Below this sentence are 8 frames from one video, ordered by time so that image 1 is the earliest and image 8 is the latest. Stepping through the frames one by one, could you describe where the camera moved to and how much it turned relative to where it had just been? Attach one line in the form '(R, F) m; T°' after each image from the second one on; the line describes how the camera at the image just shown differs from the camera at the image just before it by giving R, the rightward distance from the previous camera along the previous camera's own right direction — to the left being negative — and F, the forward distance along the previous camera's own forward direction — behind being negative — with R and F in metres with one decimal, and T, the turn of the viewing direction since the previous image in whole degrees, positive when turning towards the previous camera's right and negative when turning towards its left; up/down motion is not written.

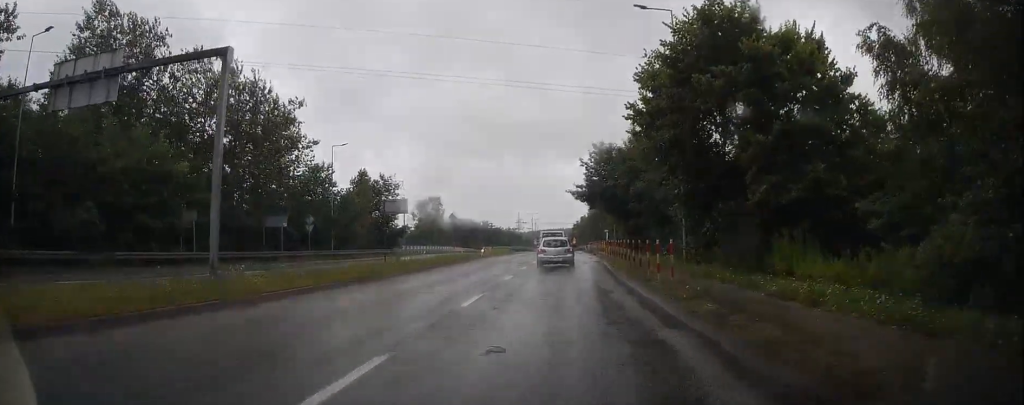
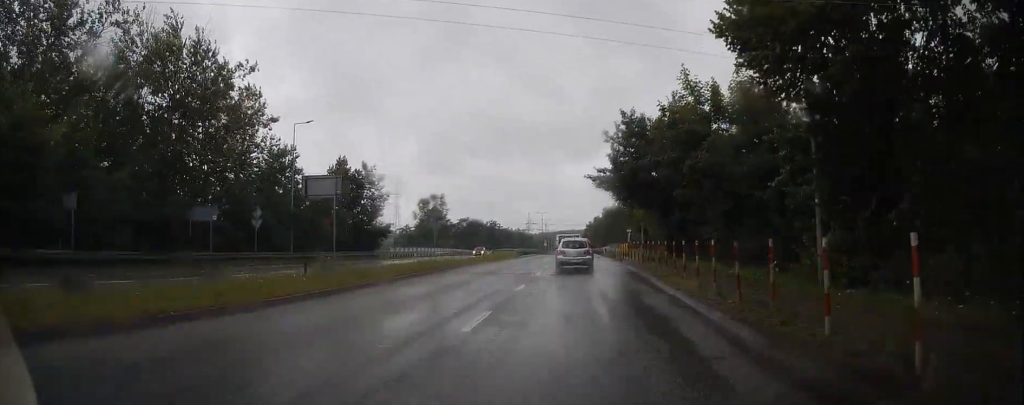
(-0.3, +11.9) m; -1°
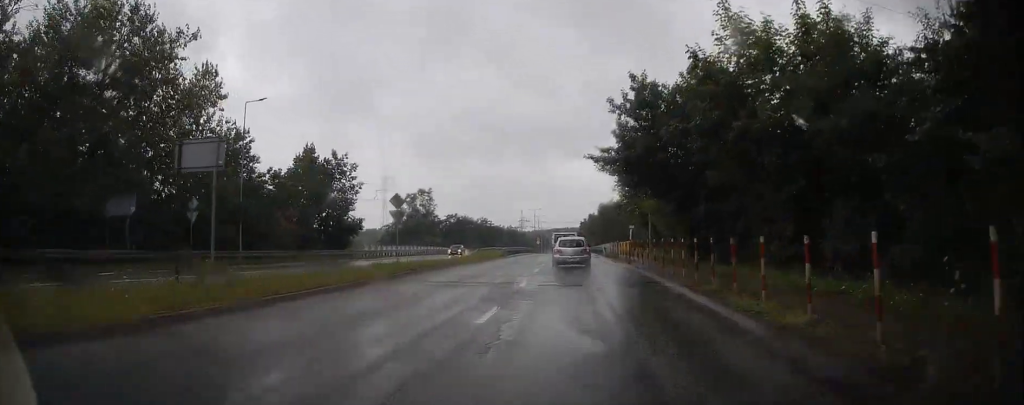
(0.0, +7.3) m; +1°
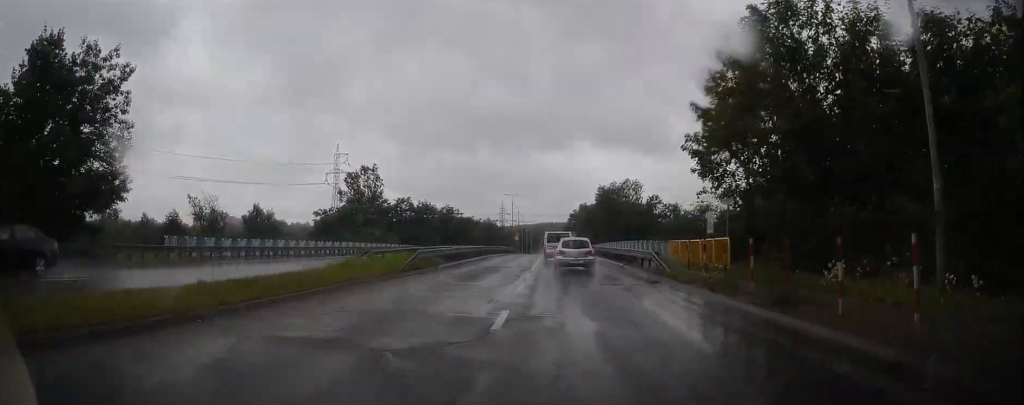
(+0.4, +32.2) m; +1°
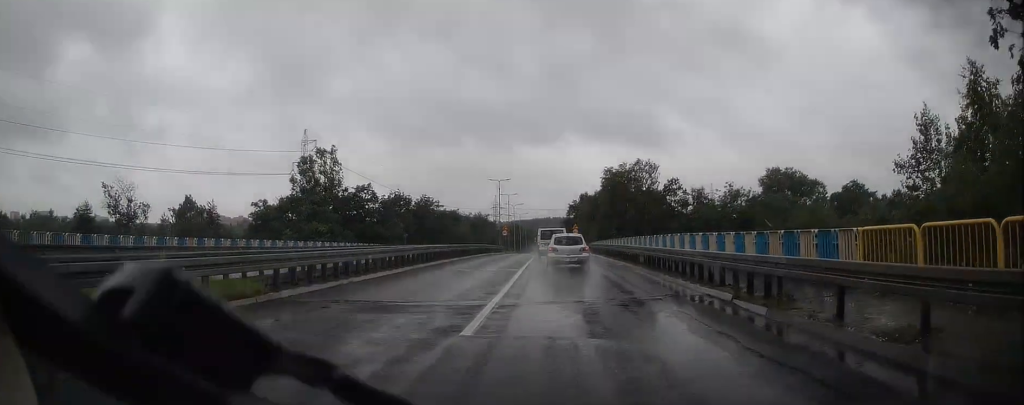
(+0.4, +19.0) m; +1°
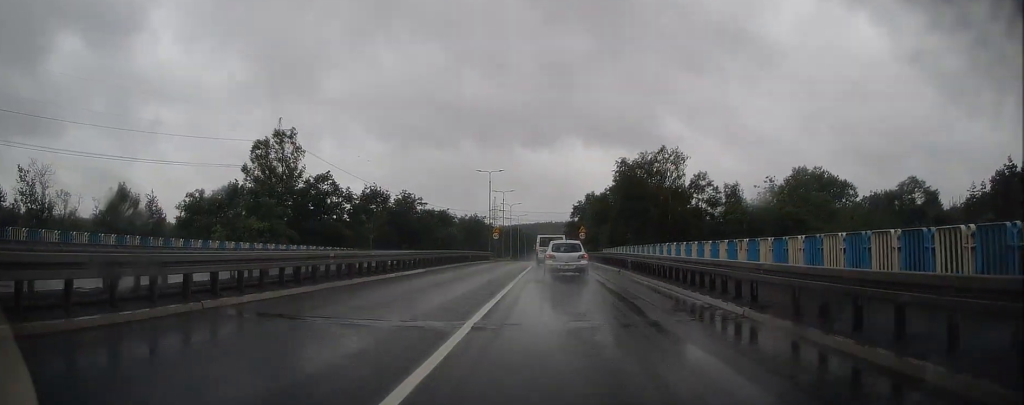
(-0.2, +15.8) m; -1°
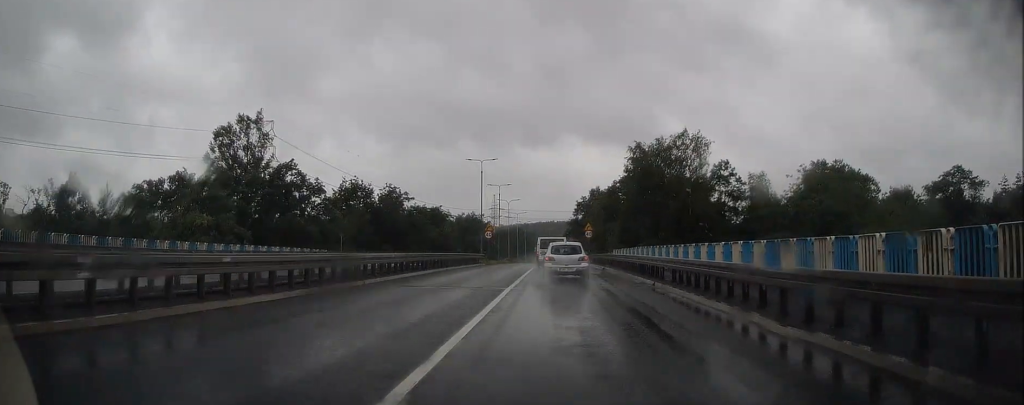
(-0.3, +9.6) m; 0°
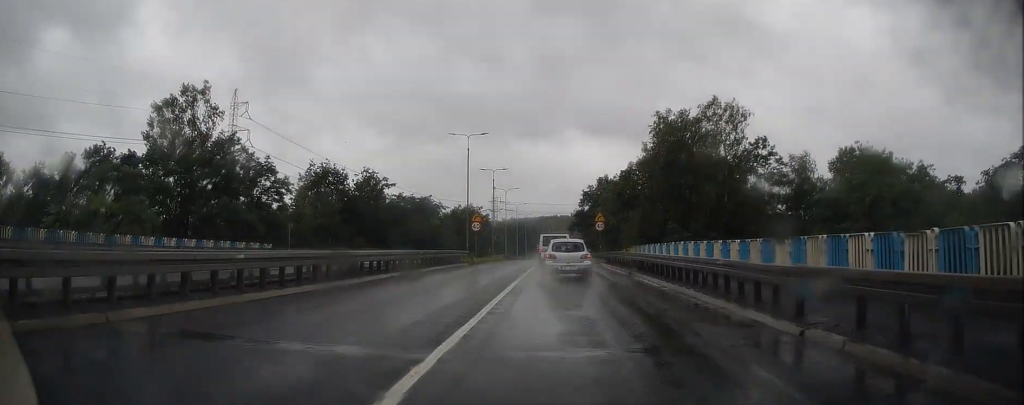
(+0.3, +11.5) m; +1°
